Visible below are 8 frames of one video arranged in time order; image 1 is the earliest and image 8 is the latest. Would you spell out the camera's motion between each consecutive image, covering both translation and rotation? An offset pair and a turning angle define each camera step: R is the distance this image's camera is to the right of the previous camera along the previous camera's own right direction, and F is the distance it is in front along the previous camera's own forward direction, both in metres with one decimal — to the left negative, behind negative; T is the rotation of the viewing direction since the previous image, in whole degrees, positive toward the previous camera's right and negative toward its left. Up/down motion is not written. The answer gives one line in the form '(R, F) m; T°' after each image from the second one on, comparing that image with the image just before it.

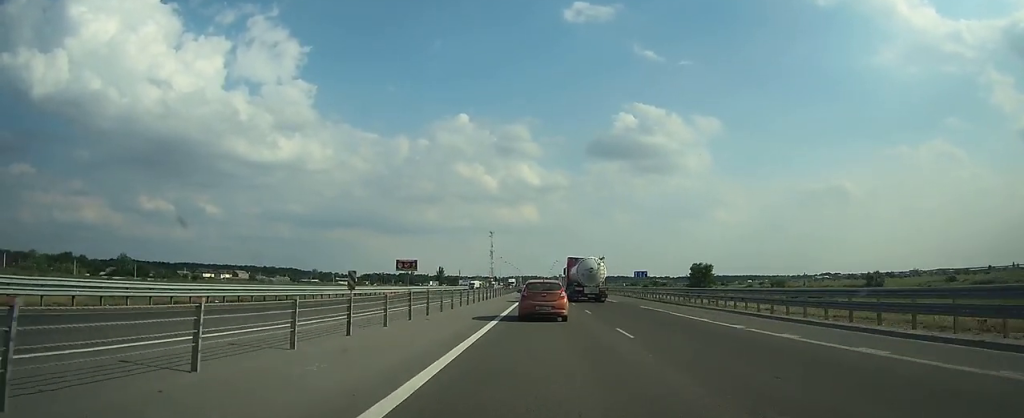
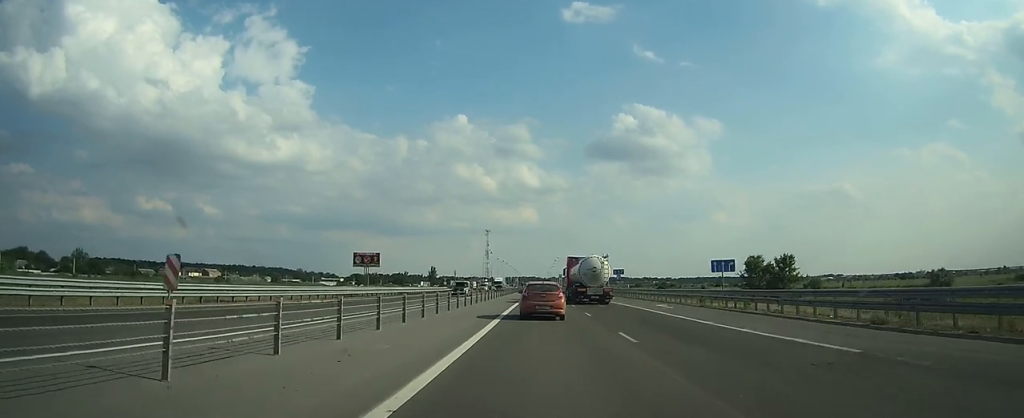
(-0.2, +36.6) m; 0°
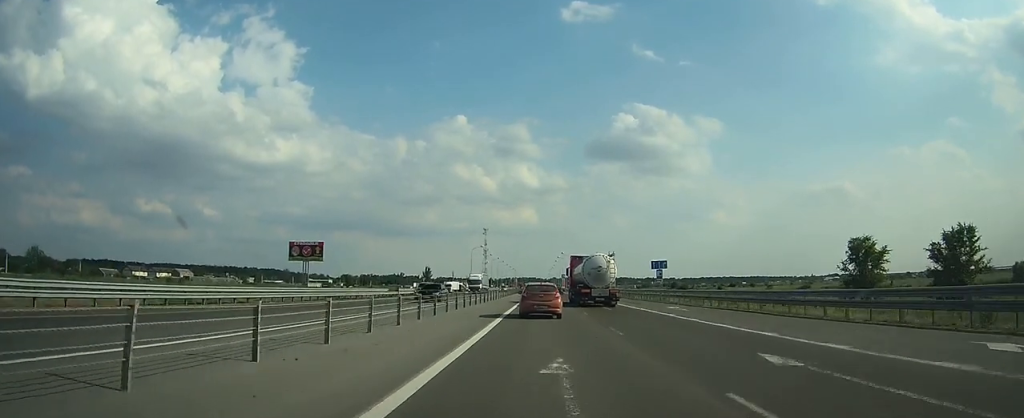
(0.0, +33.5) m; 0°
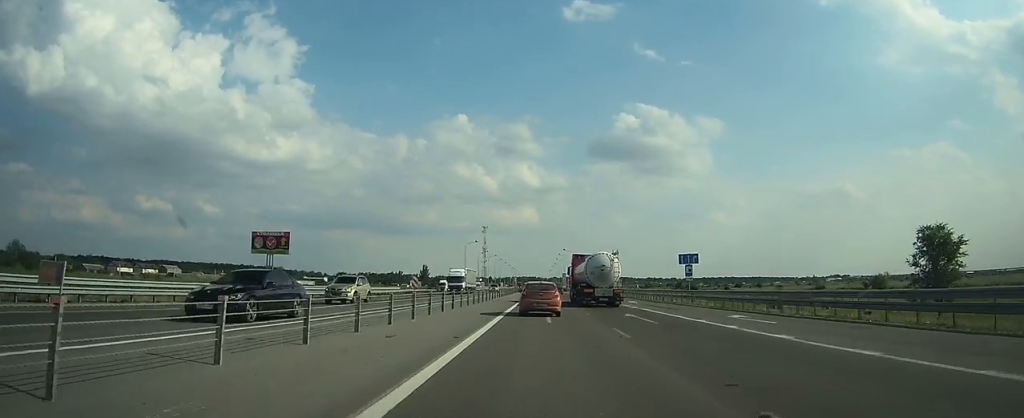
(0.0, +13.0) m; 0°
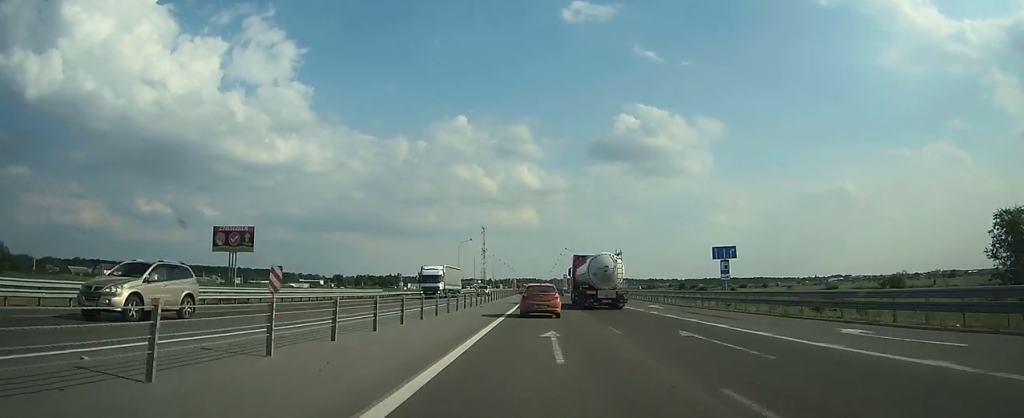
(0.0, +10.4) m; 0°
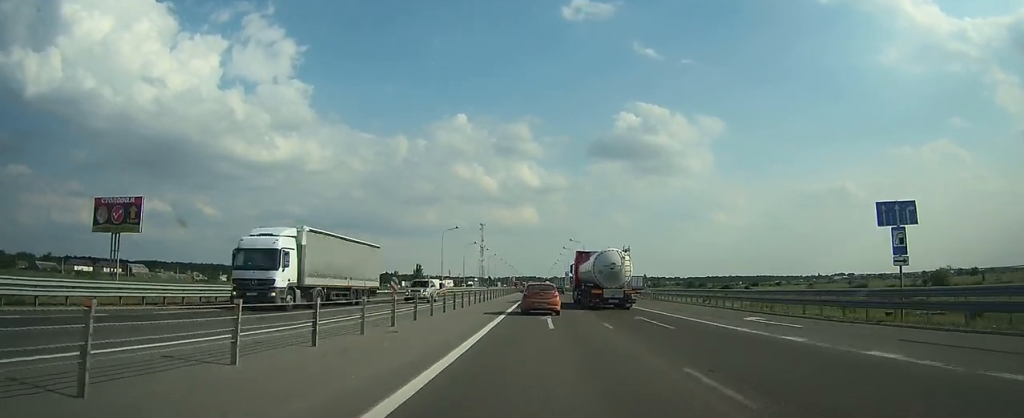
(0.0, +21.9) m; 0°
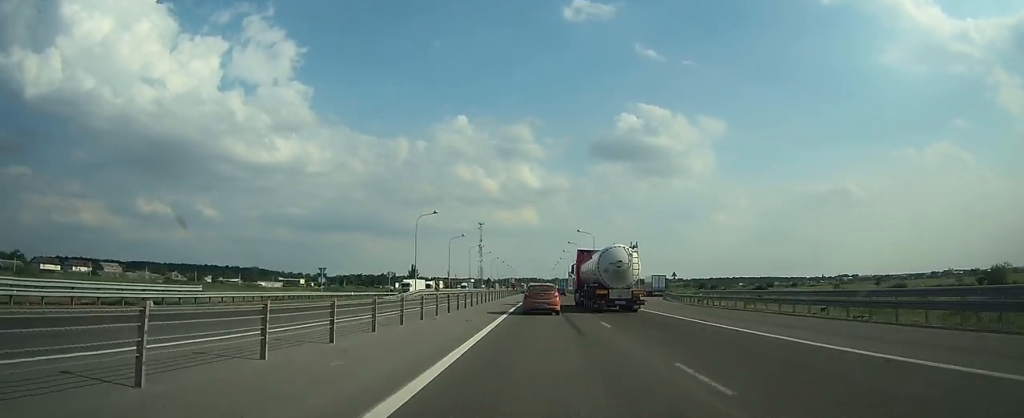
(0.0, +22.9) m; 0°
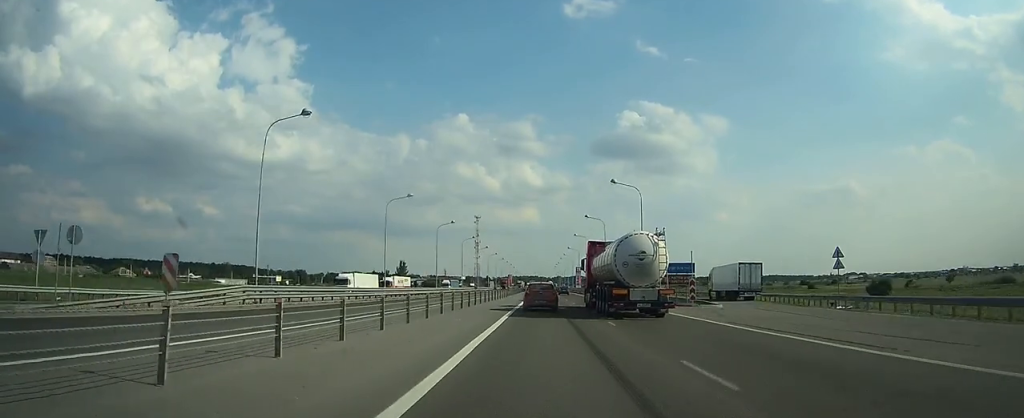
(-0.1, +47.2) m; 0°
